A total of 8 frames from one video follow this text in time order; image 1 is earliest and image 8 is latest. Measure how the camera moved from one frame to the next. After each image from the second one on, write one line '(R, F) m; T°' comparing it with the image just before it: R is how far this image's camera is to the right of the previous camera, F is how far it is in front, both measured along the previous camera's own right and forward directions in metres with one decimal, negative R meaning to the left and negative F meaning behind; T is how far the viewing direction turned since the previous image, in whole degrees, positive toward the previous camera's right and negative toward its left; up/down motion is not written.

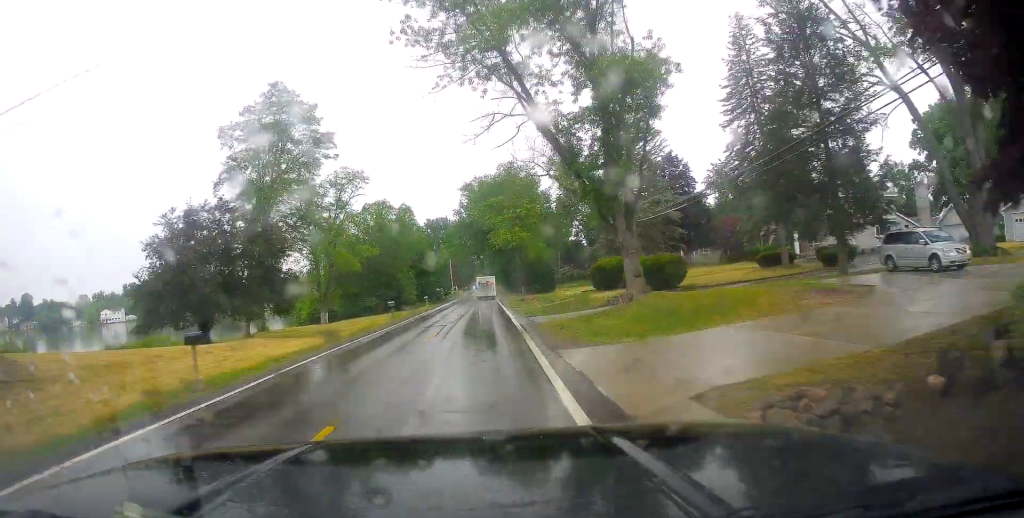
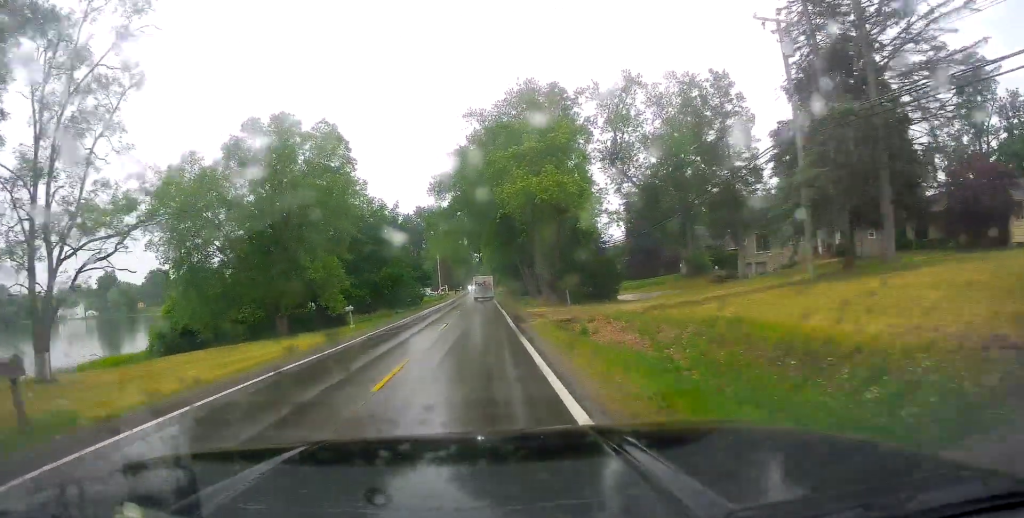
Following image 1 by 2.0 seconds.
(-1.4, +38.6) m; -1°
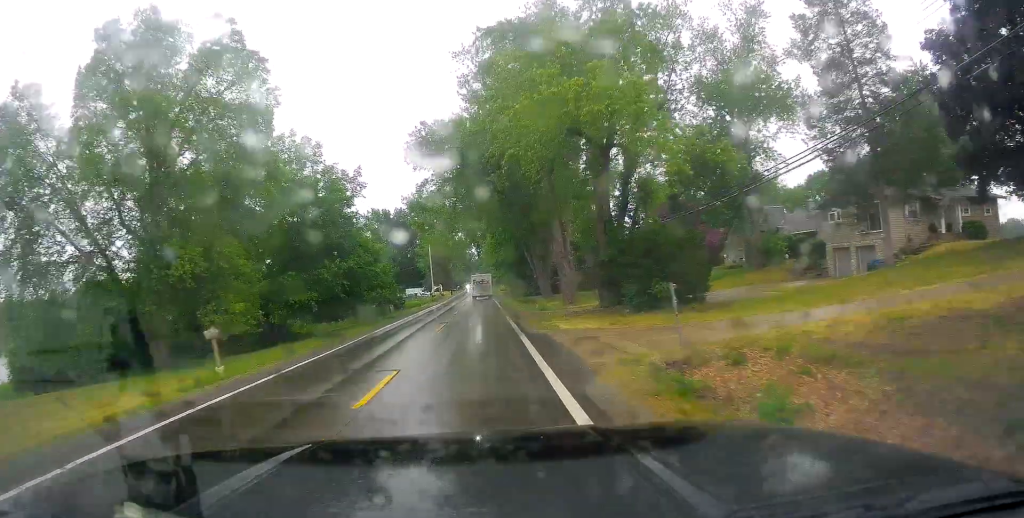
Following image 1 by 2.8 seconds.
(+0.5, +16.6) m; +1°
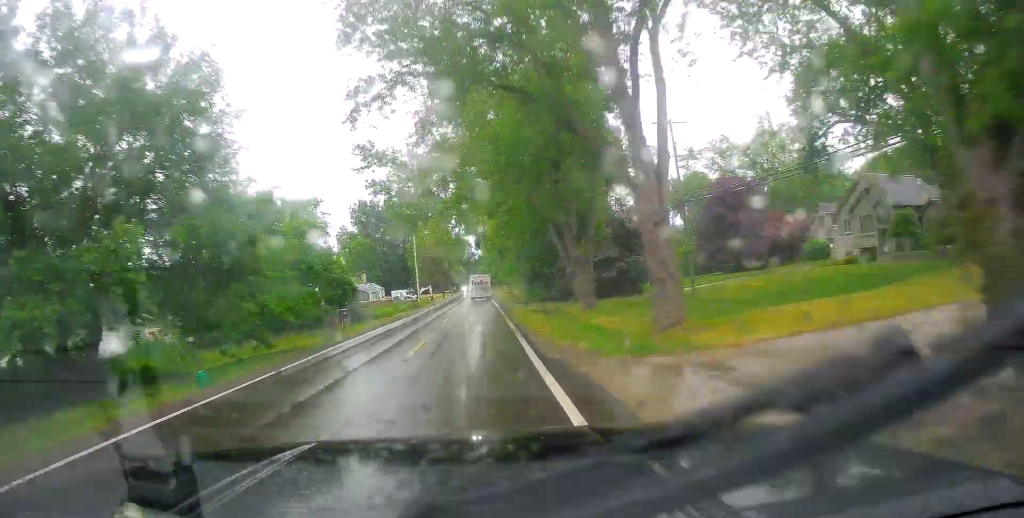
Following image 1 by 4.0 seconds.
(0.0, +23.4) m; 0°
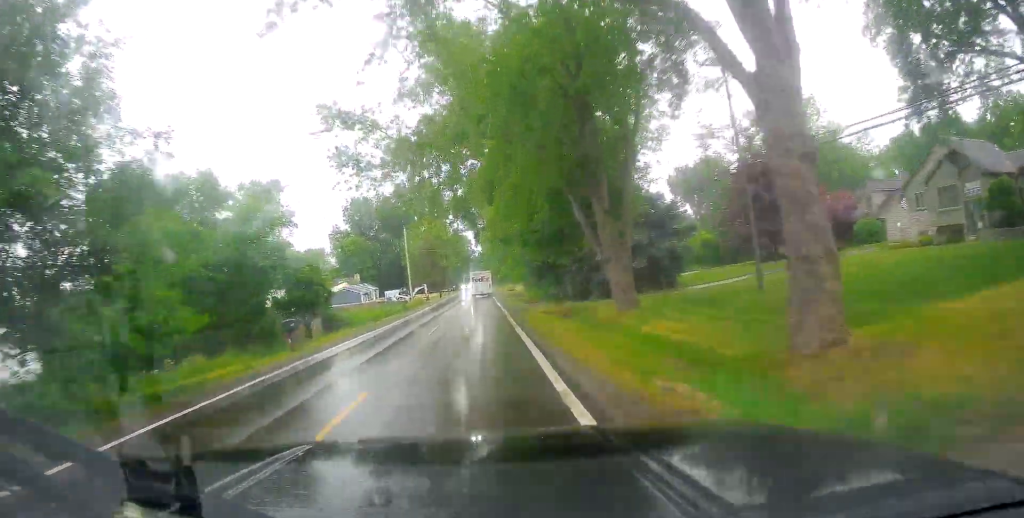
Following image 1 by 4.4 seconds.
(0.0, +9.3) m; 0°
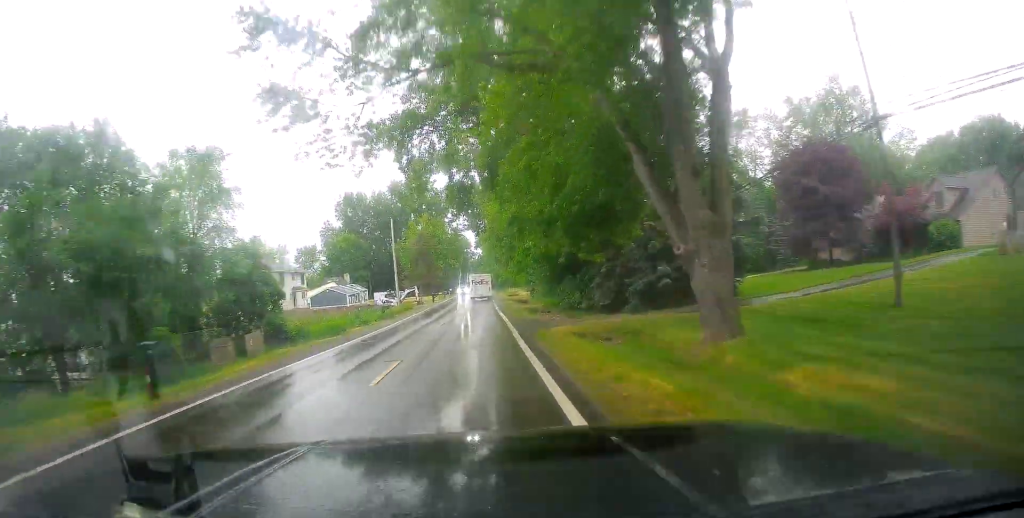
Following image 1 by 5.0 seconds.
(+0.3, +10.7) m; -1°
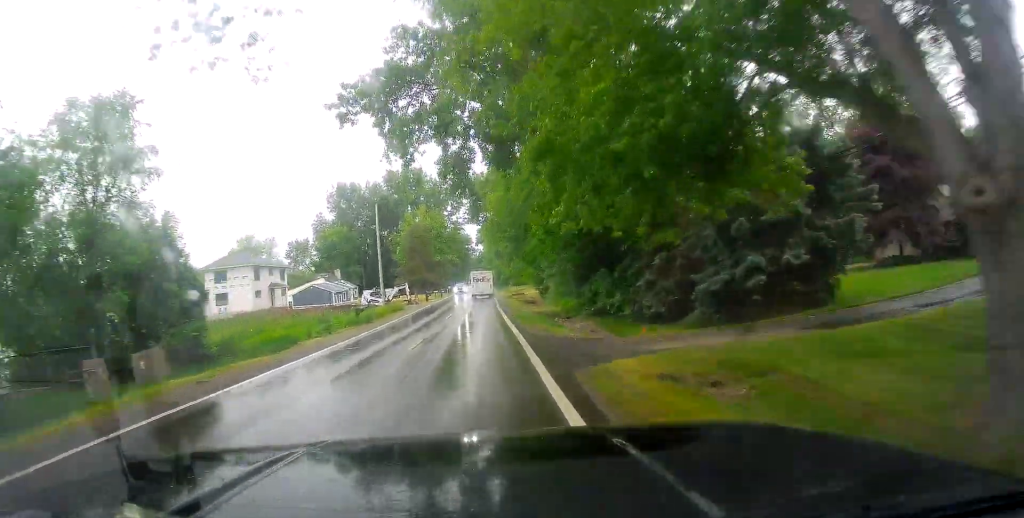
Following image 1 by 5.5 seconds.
(-0.1, +10.0) m; 0°
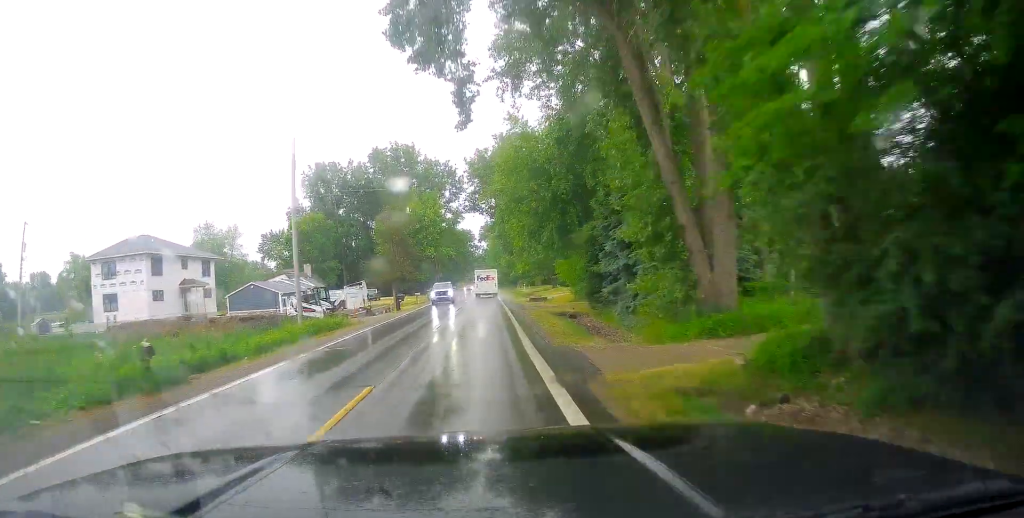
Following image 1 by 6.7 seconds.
(-0.2, +24.8) m; +1°
